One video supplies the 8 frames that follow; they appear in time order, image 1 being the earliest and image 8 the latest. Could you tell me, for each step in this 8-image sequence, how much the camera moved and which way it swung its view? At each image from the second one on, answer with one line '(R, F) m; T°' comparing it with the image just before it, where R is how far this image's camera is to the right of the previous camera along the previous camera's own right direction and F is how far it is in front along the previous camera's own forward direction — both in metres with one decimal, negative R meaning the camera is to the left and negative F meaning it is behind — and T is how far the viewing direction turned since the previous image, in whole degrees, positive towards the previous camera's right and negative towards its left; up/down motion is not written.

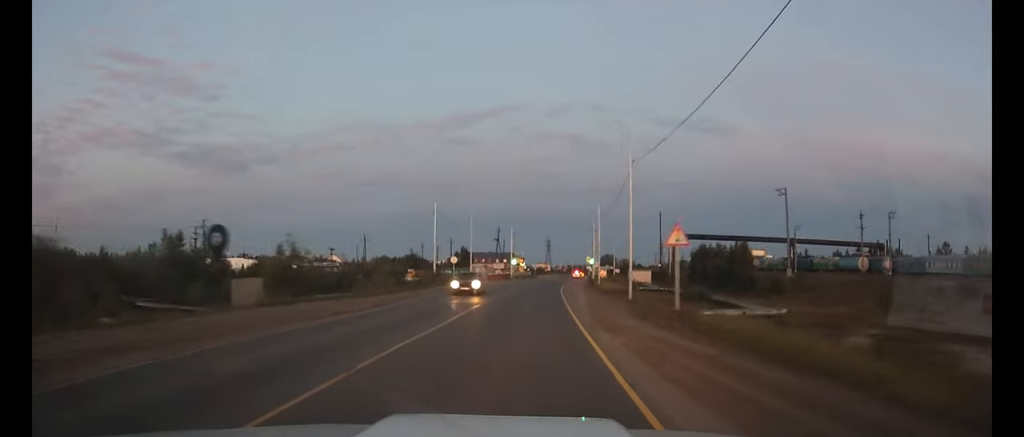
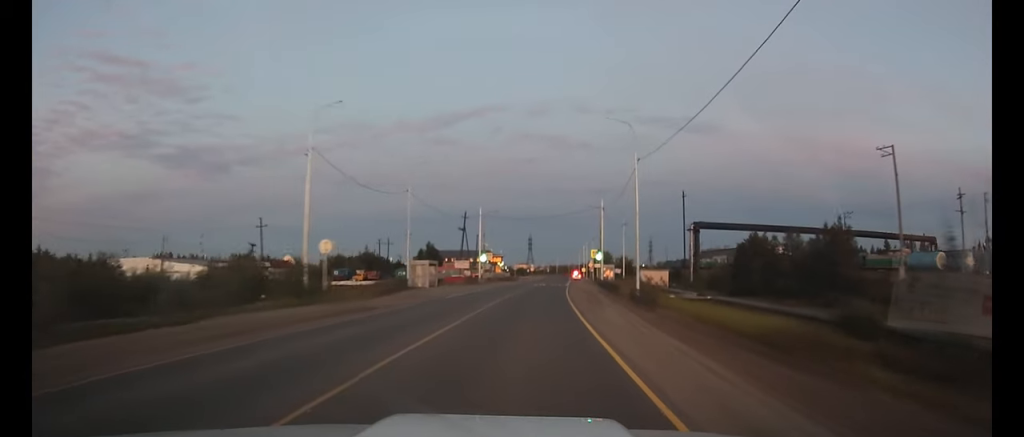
(+0.5, +35.0) m; +2°
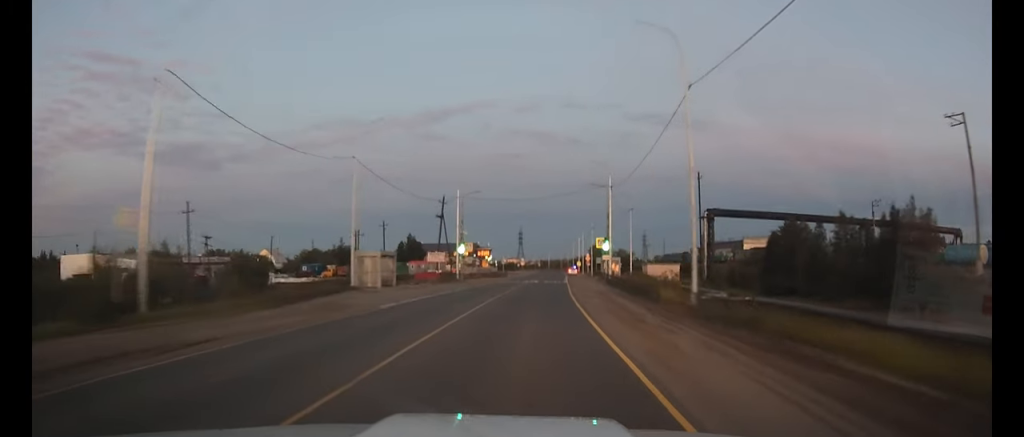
(+0.1, +14.5) m; +1°
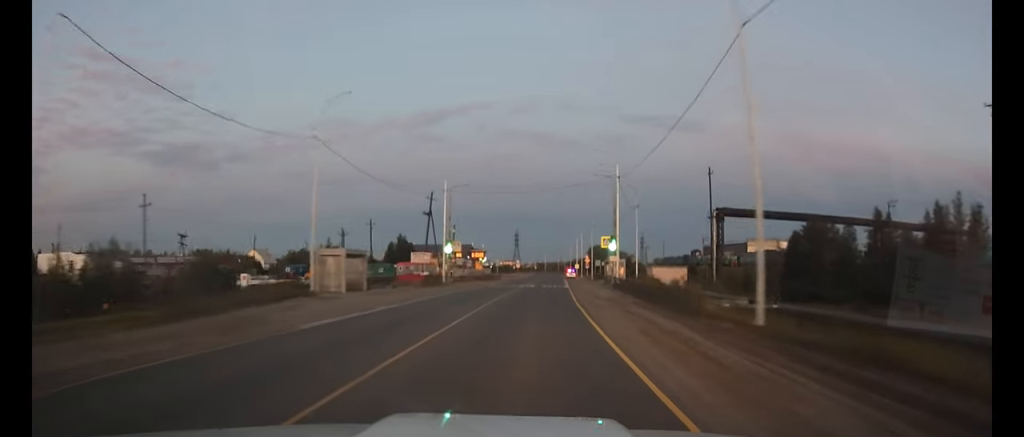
(+0.1, +6.9) m; 0°
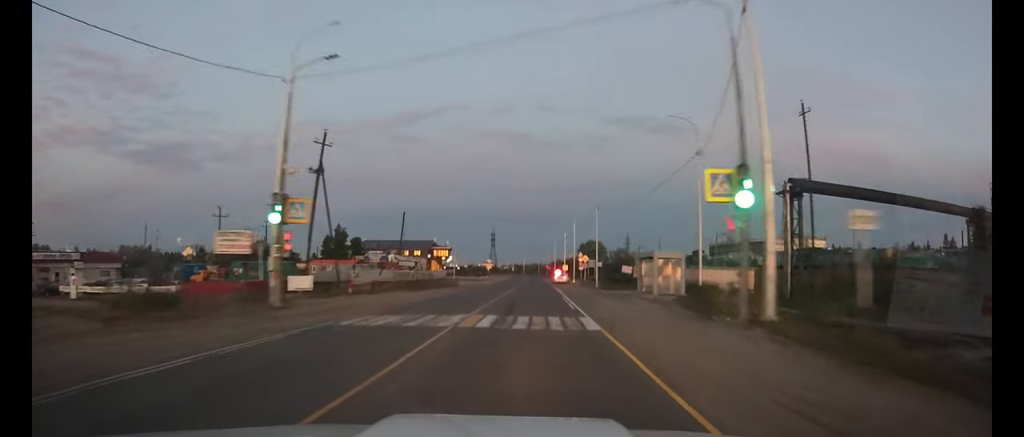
(+0.6, +34.1) m; +2°
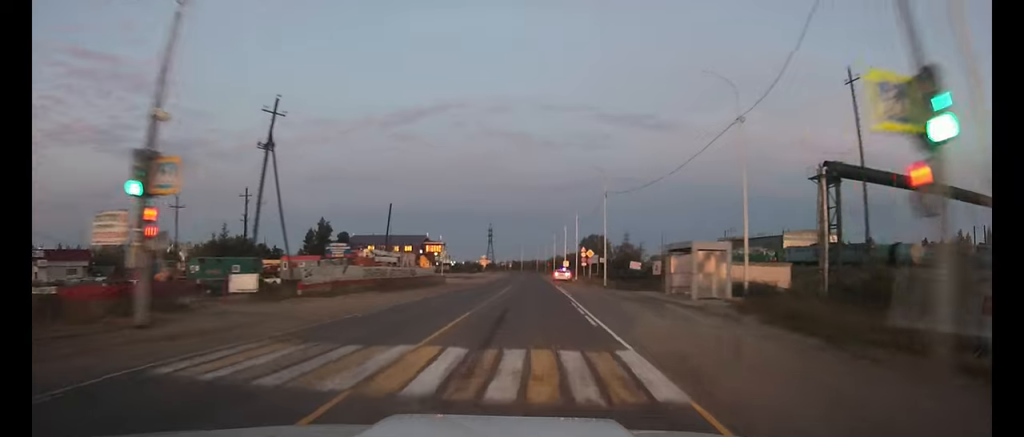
(0.0, +8.5) m; 0°
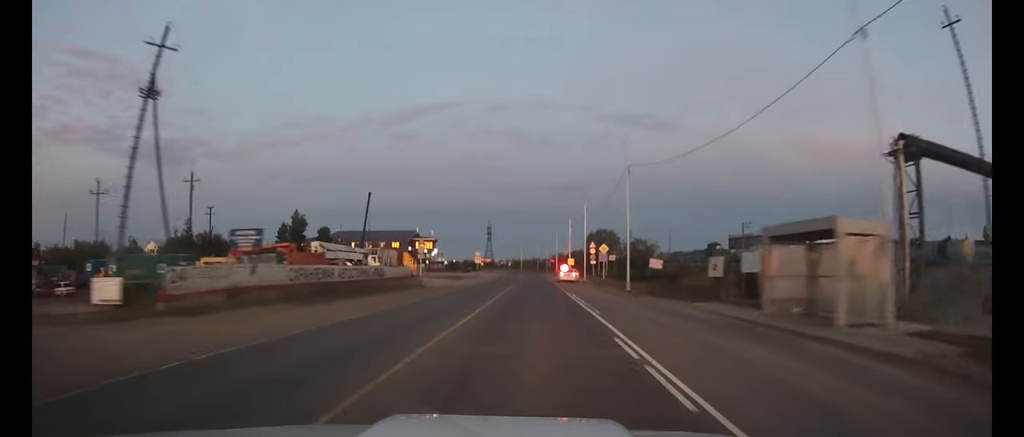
(0.0, +12.8) m; 0°
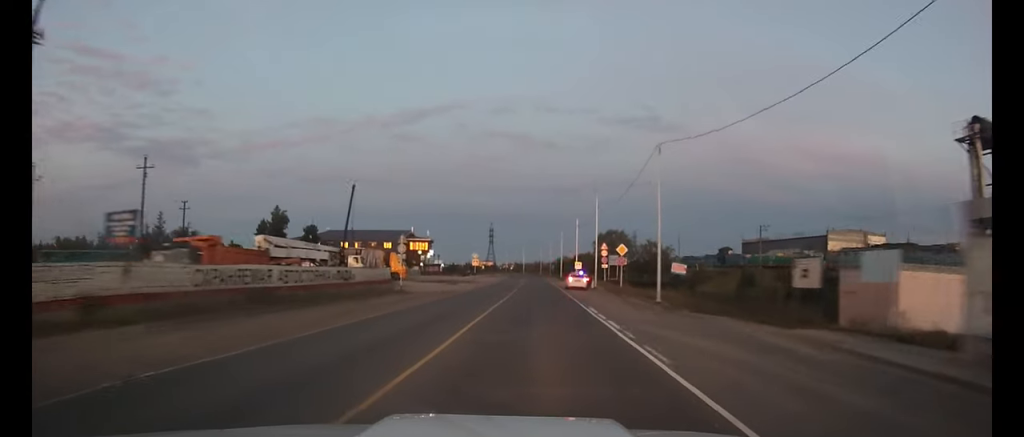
(0.0, +9.2) m; 0°
